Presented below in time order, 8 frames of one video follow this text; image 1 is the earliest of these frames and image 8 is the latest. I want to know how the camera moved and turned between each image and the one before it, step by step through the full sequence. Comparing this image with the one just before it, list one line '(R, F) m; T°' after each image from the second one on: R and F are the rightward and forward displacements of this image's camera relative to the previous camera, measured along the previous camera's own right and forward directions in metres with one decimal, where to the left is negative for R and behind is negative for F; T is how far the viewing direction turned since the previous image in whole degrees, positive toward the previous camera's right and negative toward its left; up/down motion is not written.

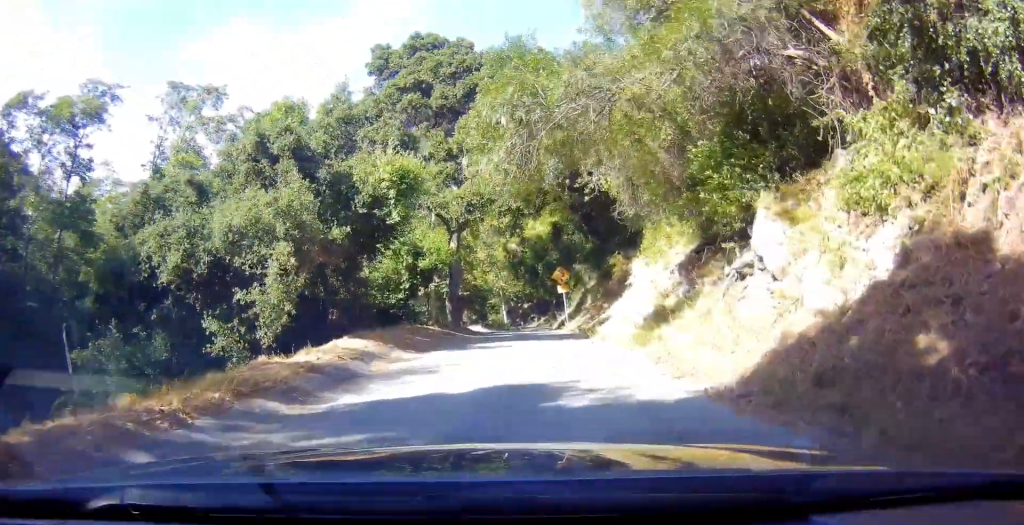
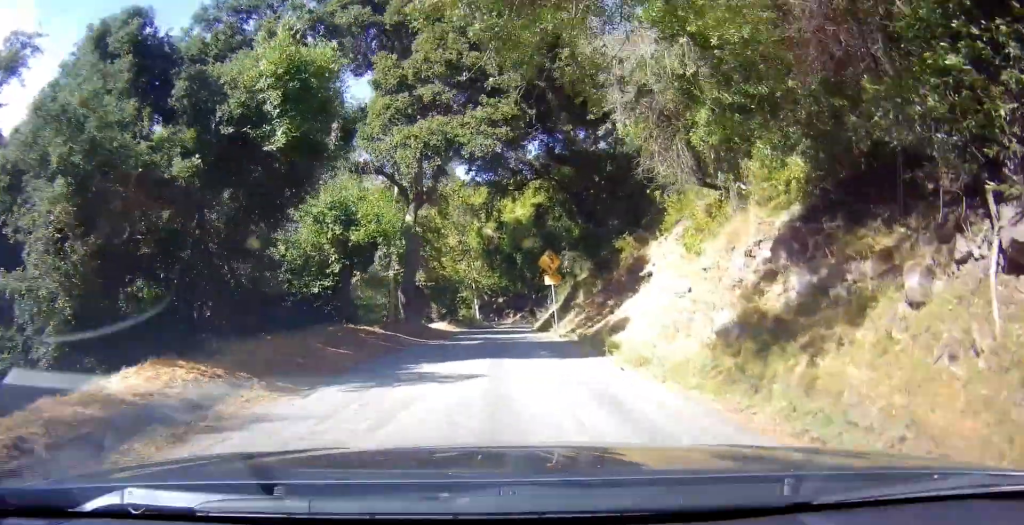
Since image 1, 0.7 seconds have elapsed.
(0.0, +8.4) m; +4°
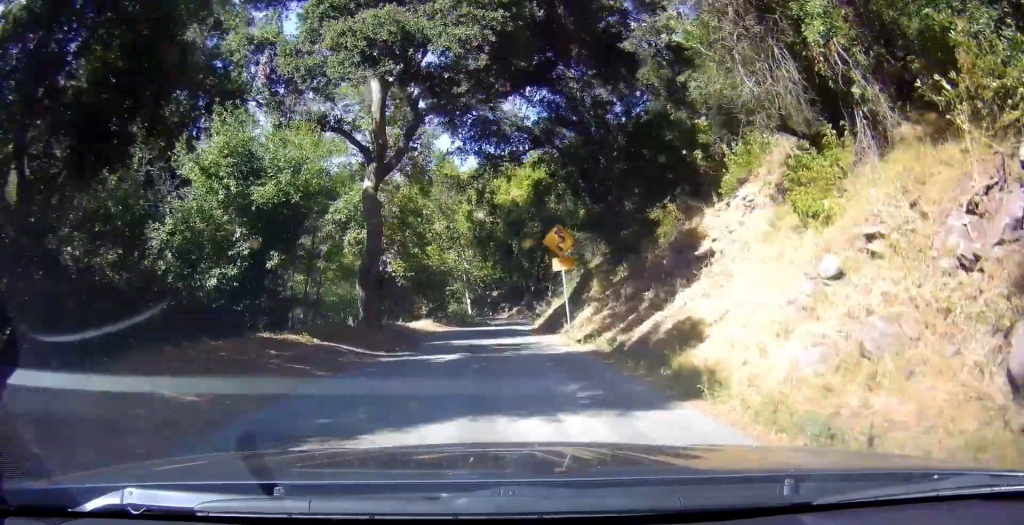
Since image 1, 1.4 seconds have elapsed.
(+0.6, +7.5) m; +4°
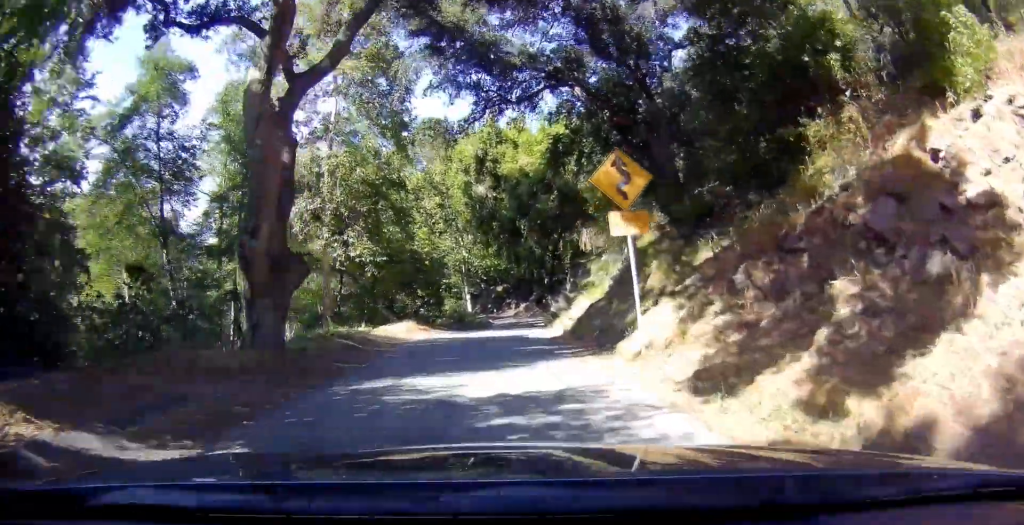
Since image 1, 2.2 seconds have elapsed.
(+0.3, +10.5) m; +2°
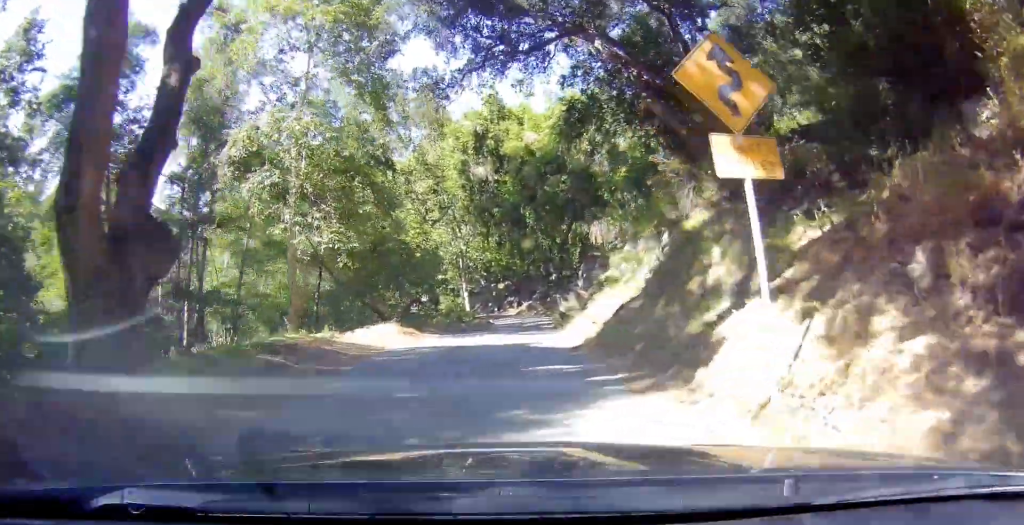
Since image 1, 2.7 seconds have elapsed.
(0.0, +5.3) m; 0°
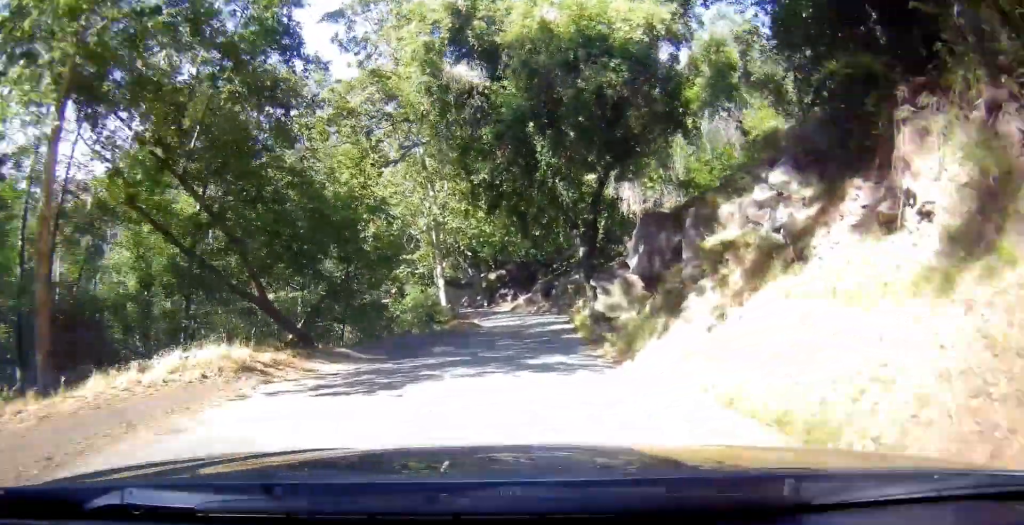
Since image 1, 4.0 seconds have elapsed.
(0.0, +16.0) m; +1°
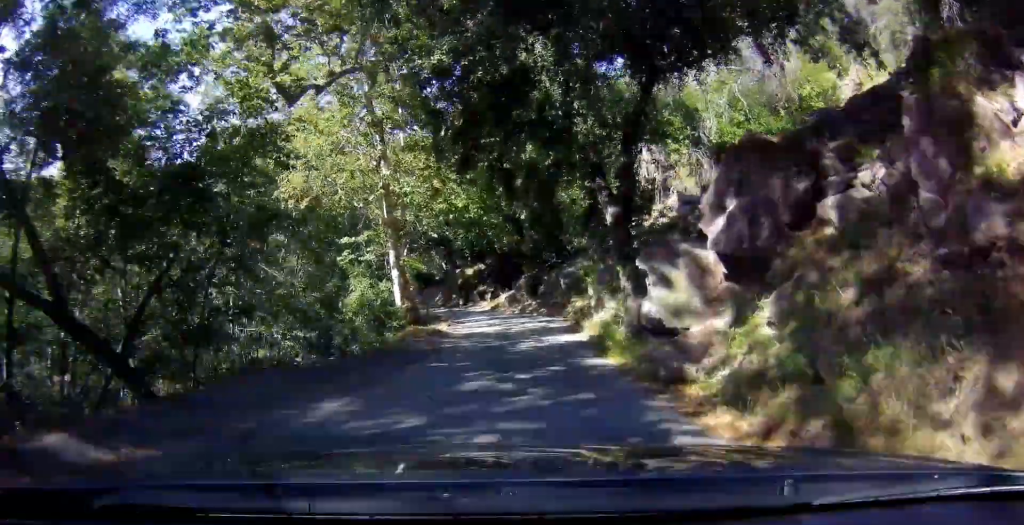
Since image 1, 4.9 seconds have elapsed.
(+0.1, +9.7) m; +2°
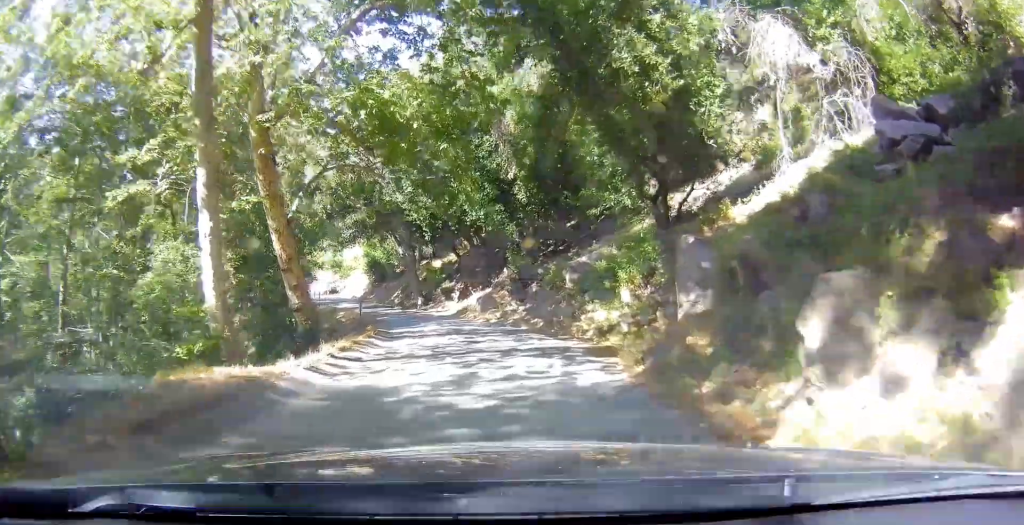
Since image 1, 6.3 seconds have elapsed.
(+0.4, +15.9) m; -1°
